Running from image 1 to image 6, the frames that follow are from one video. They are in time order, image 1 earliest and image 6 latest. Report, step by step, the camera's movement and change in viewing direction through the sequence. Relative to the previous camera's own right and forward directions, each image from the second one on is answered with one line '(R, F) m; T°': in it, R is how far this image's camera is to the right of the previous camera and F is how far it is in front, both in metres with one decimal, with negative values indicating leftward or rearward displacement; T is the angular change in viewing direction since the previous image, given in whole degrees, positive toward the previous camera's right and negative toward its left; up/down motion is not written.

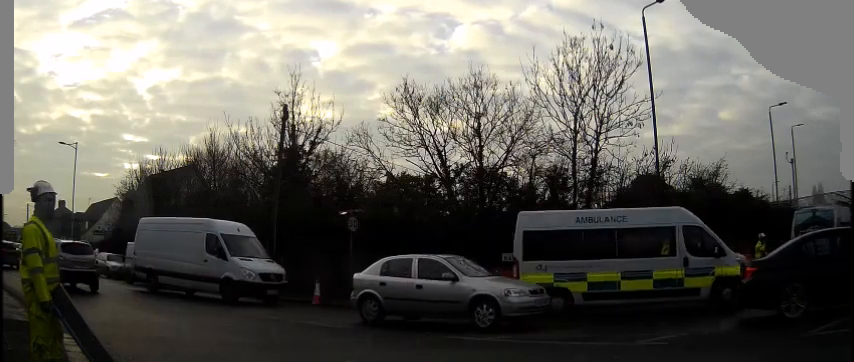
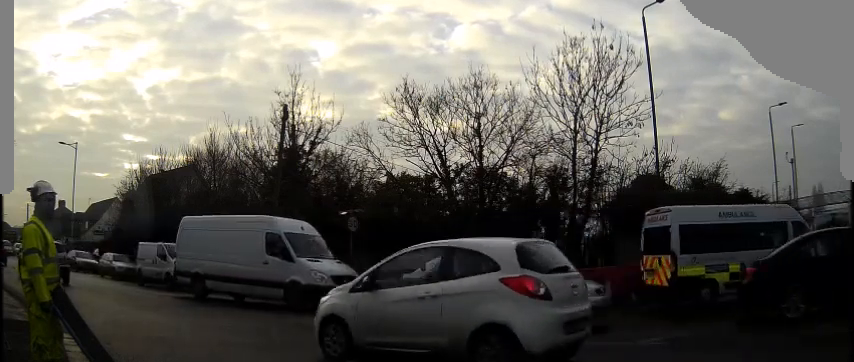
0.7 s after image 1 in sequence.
(0.0, 0.0) m; 0°
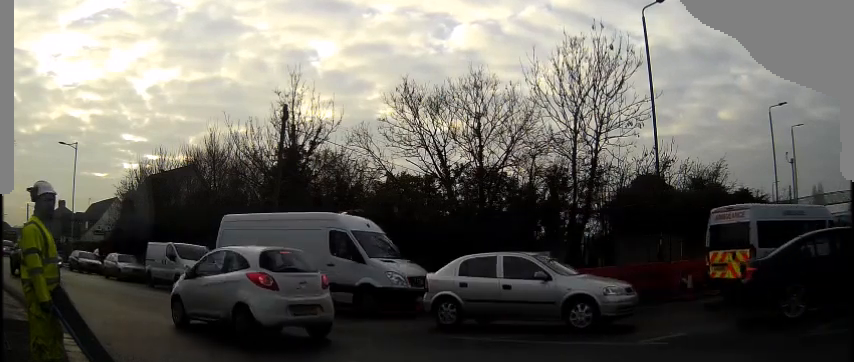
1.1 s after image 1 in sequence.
(0.0, 0.0) m; 0°
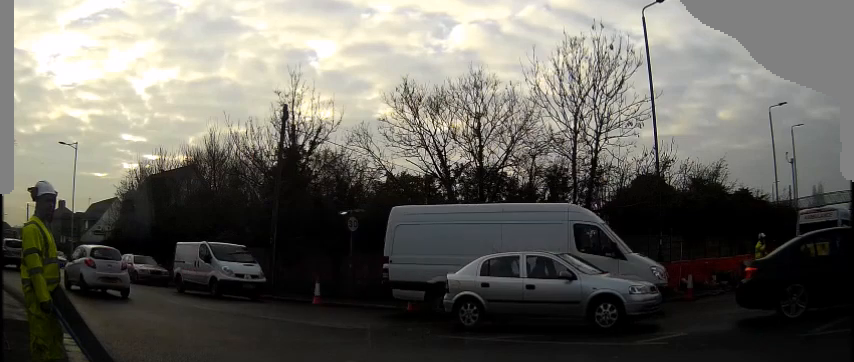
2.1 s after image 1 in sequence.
(0.0, 0.0) m; 0°
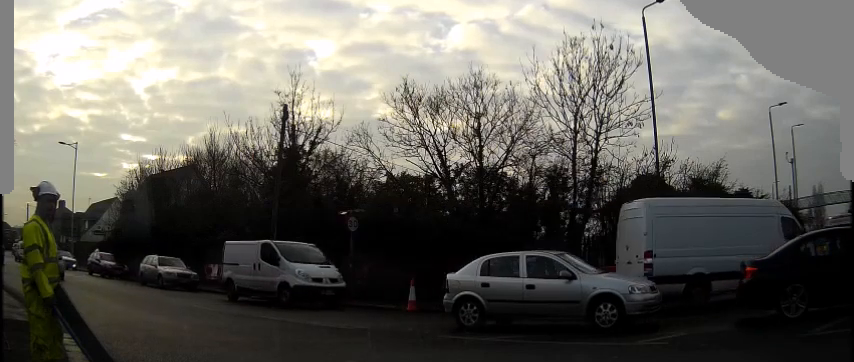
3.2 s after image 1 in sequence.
(0.0, 0.0) m; 0°
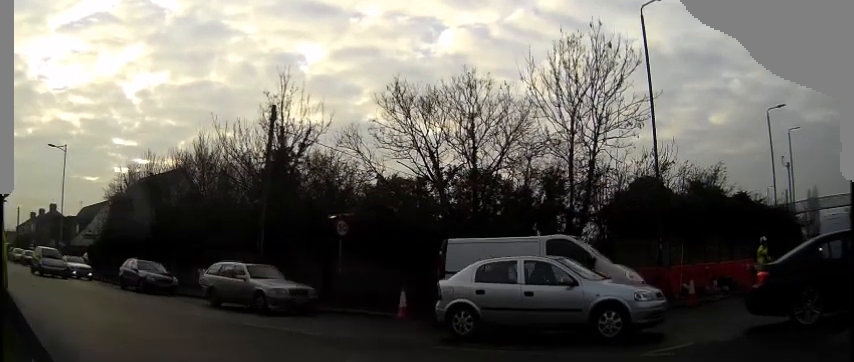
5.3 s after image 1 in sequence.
(+0.1, +1.6) m; -3°
